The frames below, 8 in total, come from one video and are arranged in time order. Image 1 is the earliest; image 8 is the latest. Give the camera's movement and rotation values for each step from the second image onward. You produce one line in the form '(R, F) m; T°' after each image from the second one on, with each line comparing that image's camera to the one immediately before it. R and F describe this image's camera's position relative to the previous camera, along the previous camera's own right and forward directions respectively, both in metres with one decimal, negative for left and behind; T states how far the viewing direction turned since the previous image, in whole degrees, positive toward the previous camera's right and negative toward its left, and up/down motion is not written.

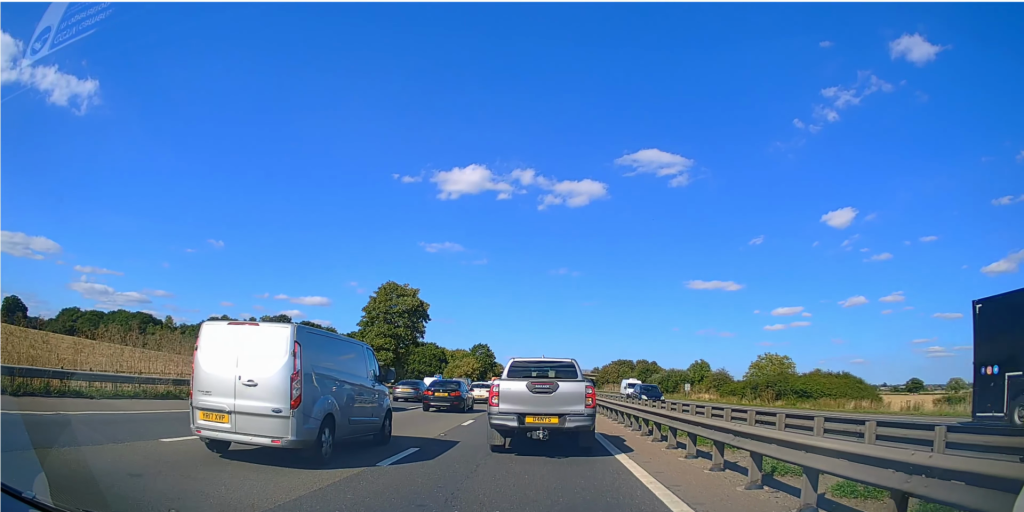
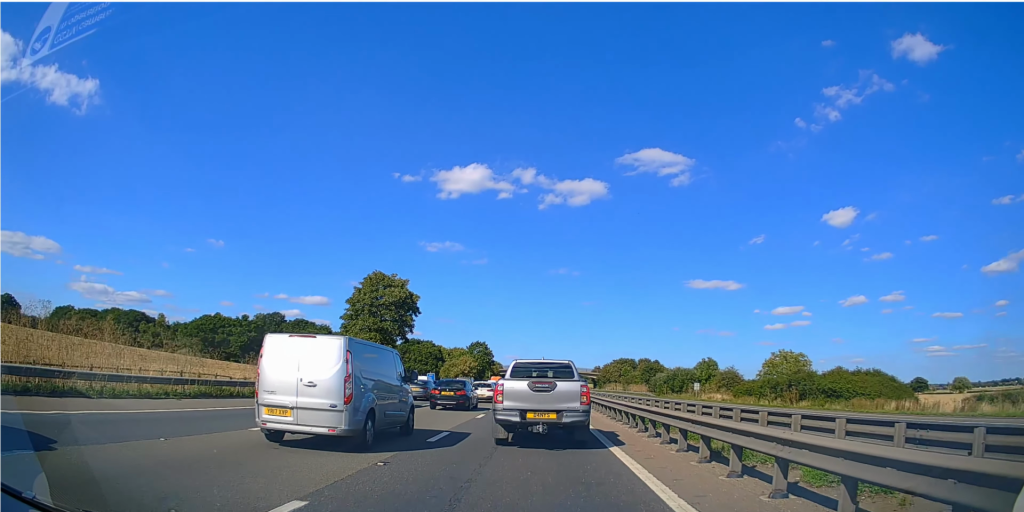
(+0.1, +5.0) m; +3°
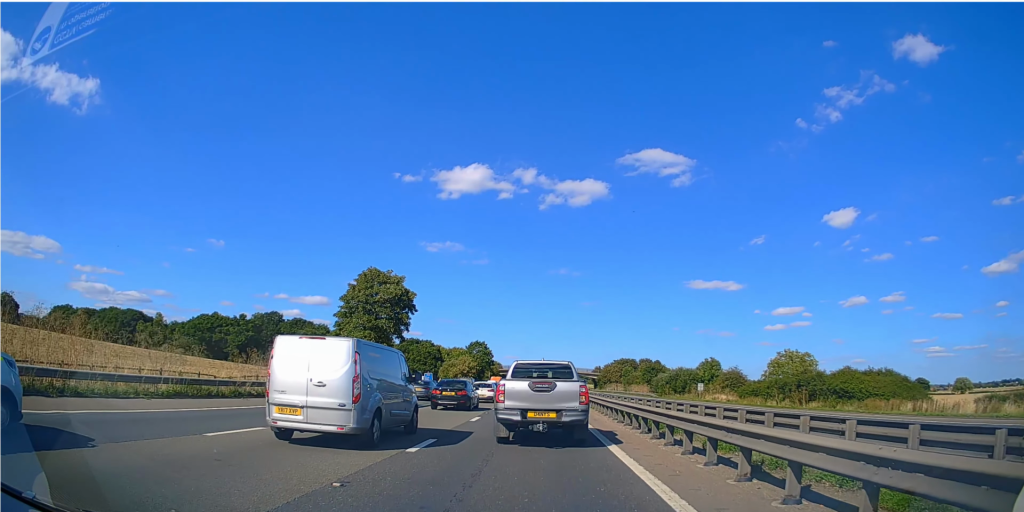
(0.0, +1.8) m; 0°
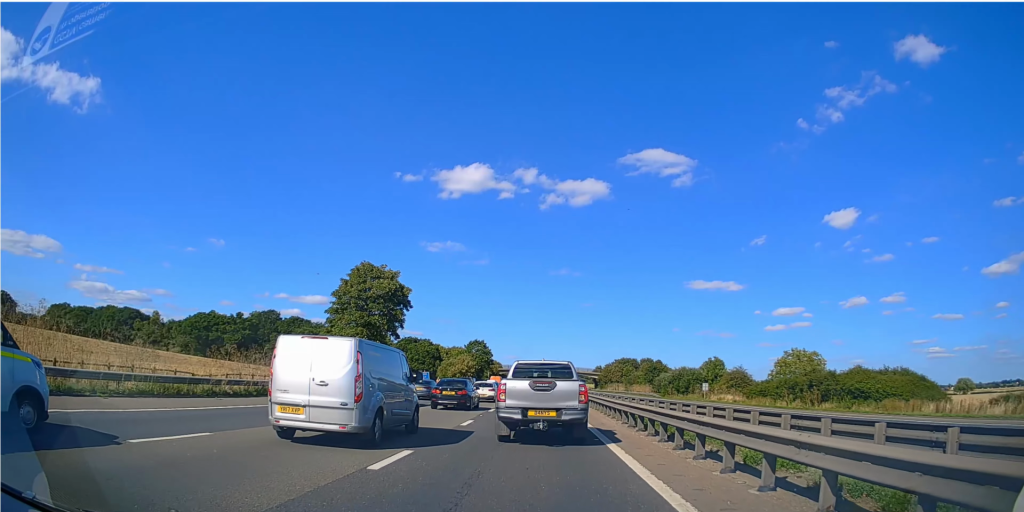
(0.0, +2.1) m; -2°
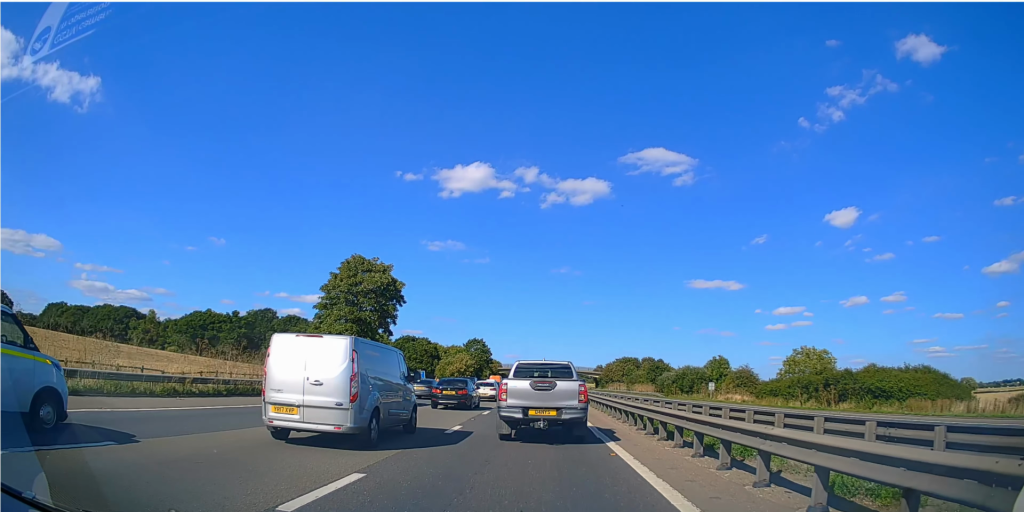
(0.0, +3.0) m; -1°
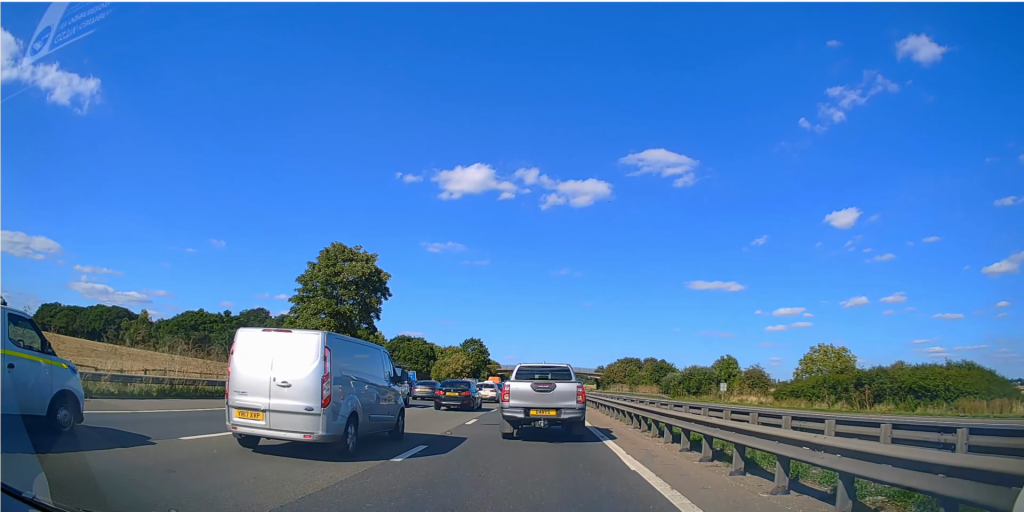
(0.0, +5.6) m; +1°
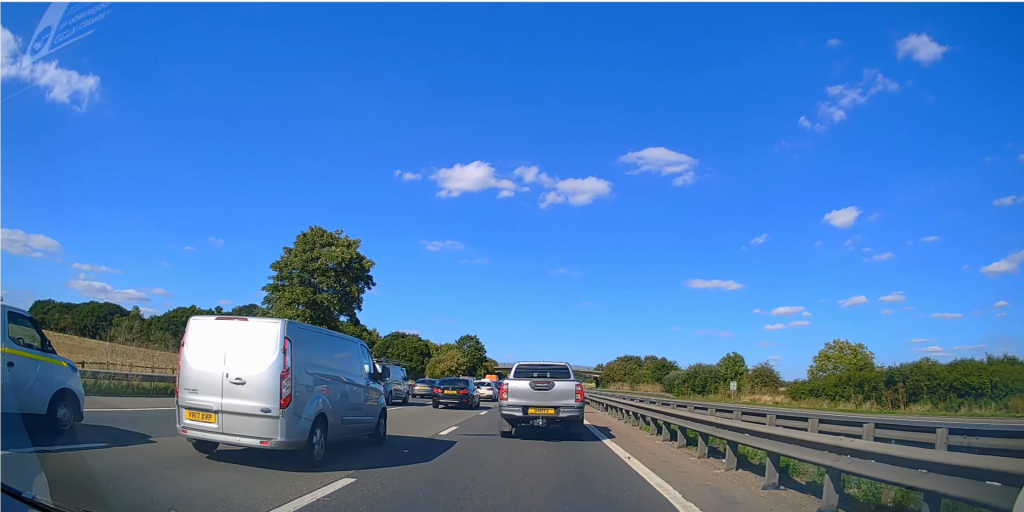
(0.0, +4.6) m; -1°
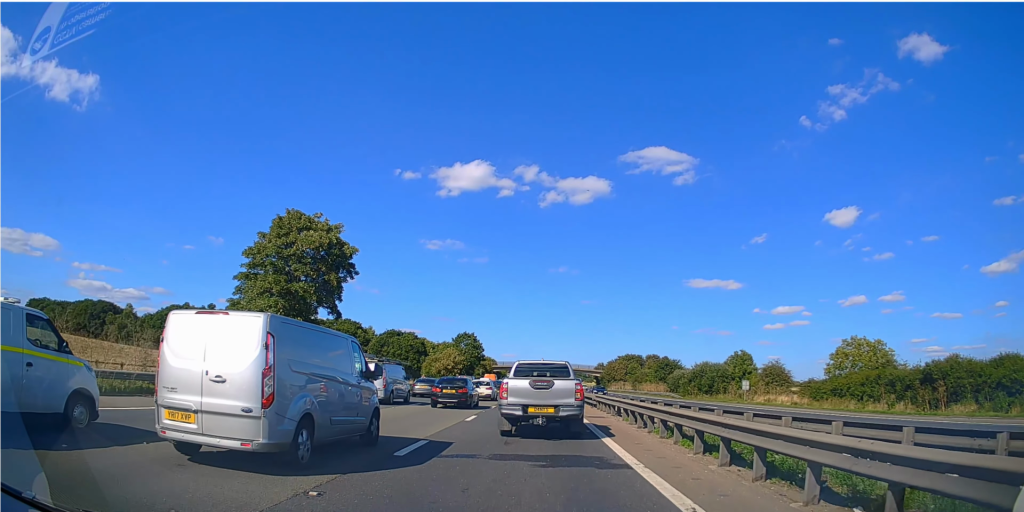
(-0.1, +4.7) m; +1°
